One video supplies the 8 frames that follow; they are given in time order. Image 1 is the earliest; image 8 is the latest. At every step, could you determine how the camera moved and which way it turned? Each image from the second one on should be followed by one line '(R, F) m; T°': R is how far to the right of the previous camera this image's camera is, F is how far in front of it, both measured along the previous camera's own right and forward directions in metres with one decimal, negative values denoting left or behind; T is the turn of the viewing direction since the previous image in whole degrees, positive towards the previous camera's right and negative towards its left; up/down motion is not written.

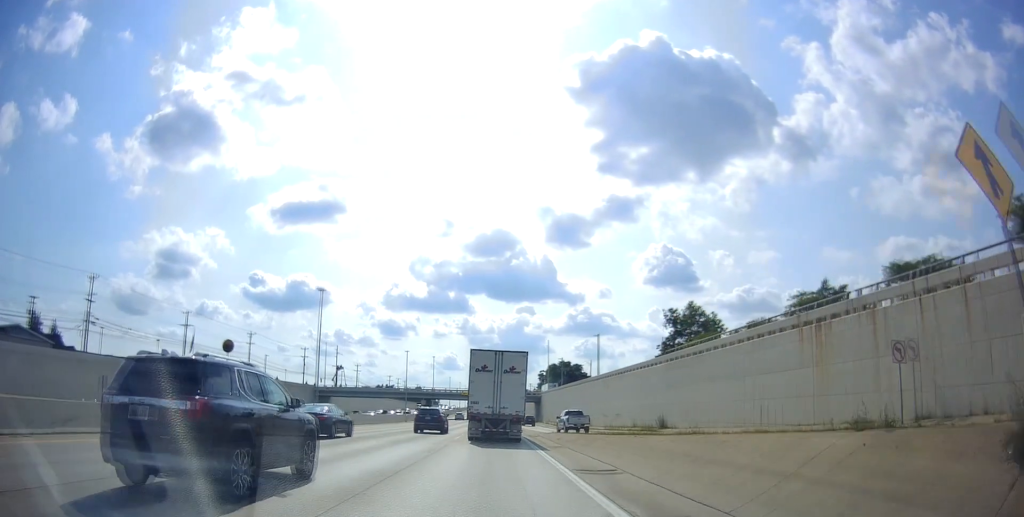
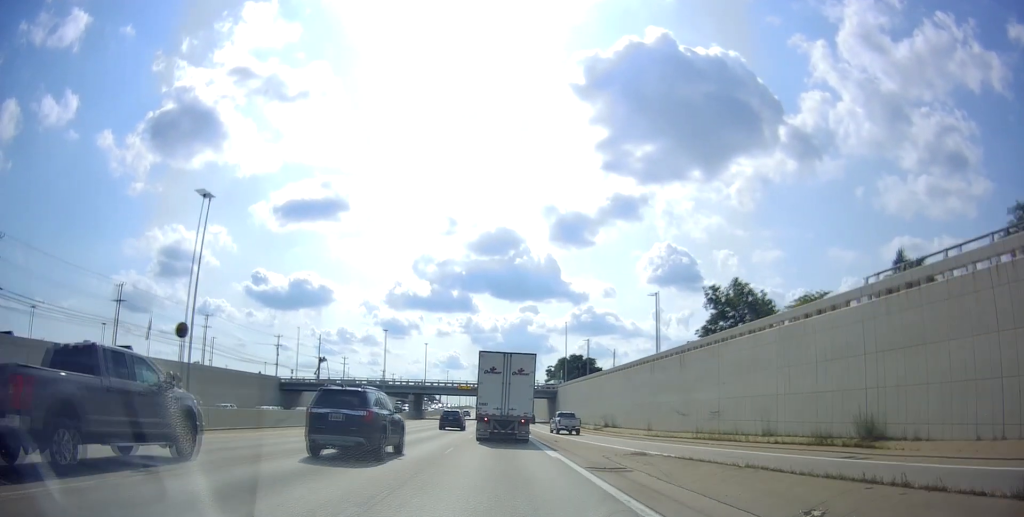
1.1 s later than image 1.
(+0.5, +26.2) m; +2°
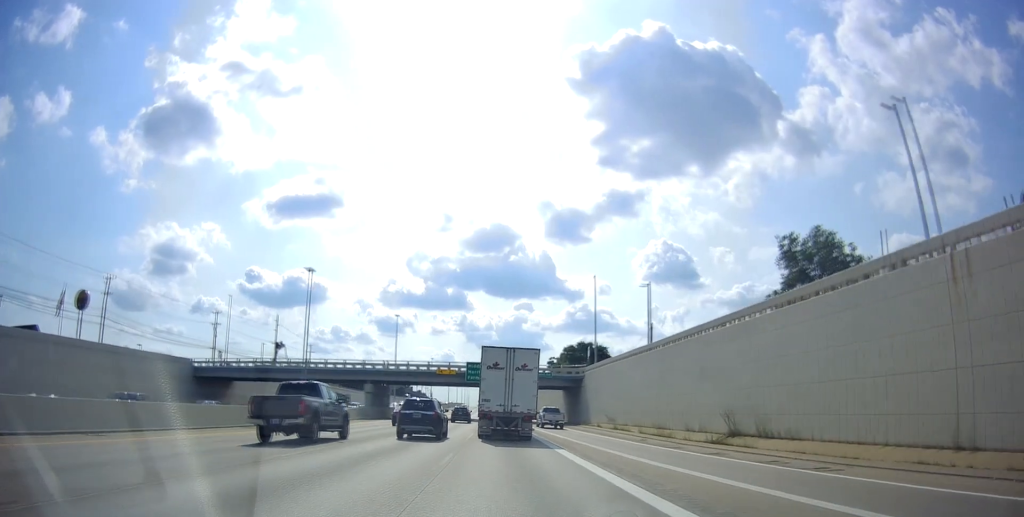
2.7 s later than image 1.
(+0.2, +35.0) m; 0°
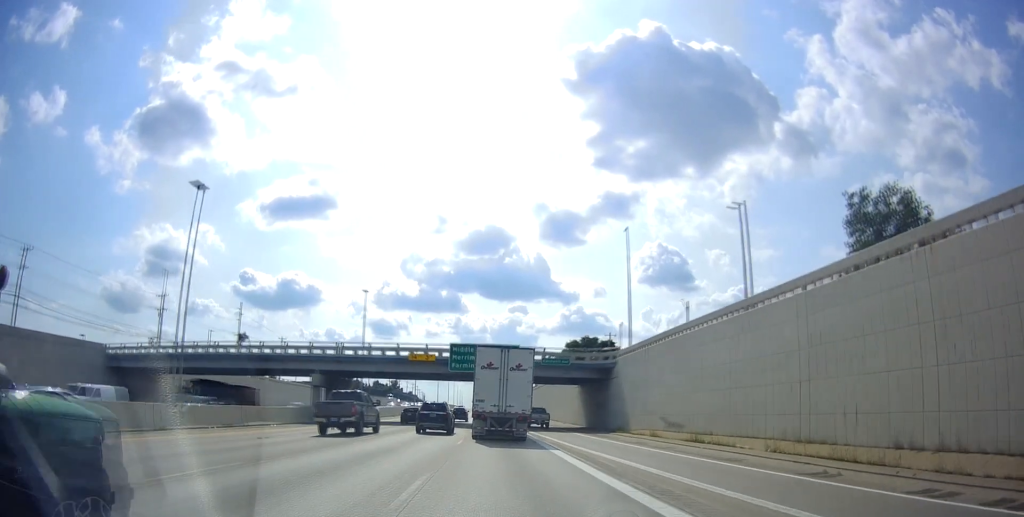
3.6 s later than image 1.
(0.0, +21.2) m; 0°
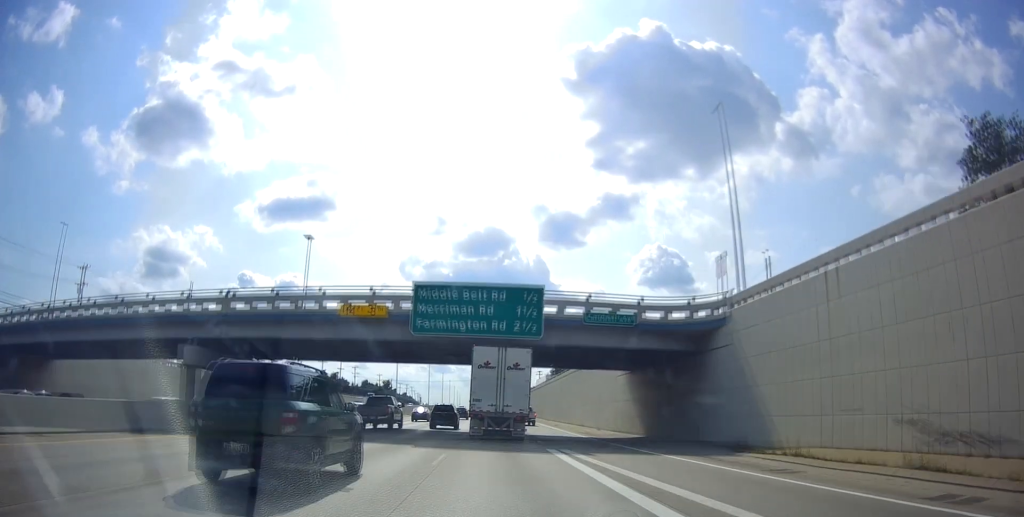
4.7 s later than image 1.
(0.0, +24.8) m; 0°
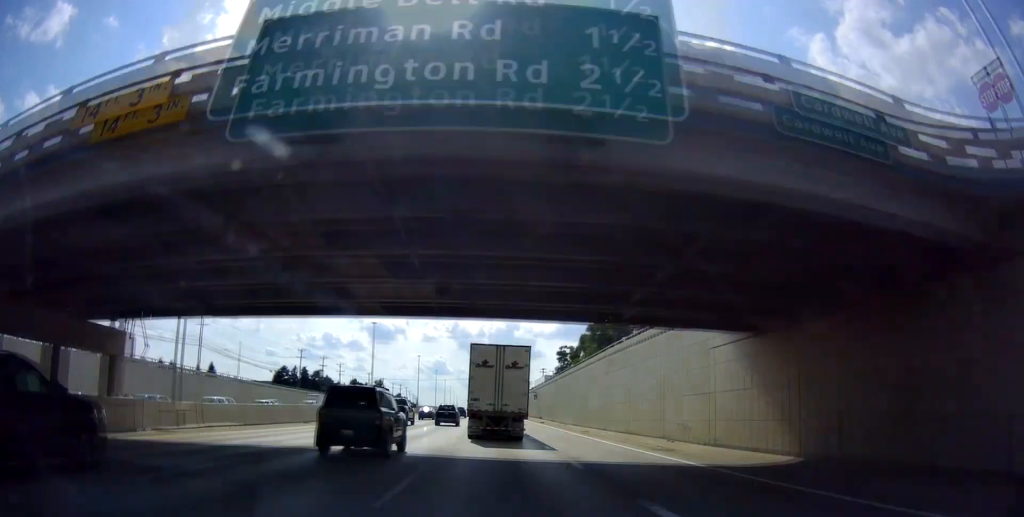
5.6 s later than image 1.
(0.0, +20.8) m; 0°
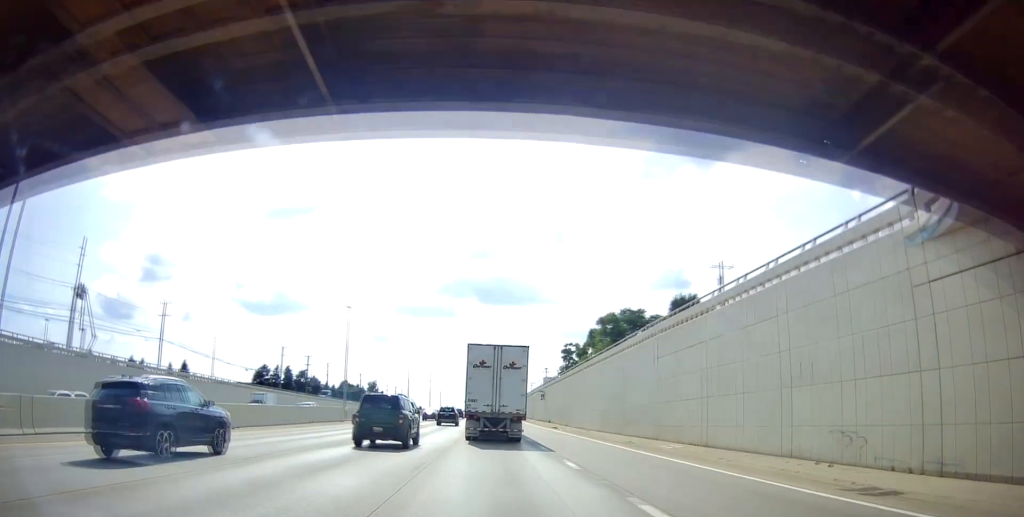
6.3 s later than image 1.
(0.0, +14.9) m; 0°
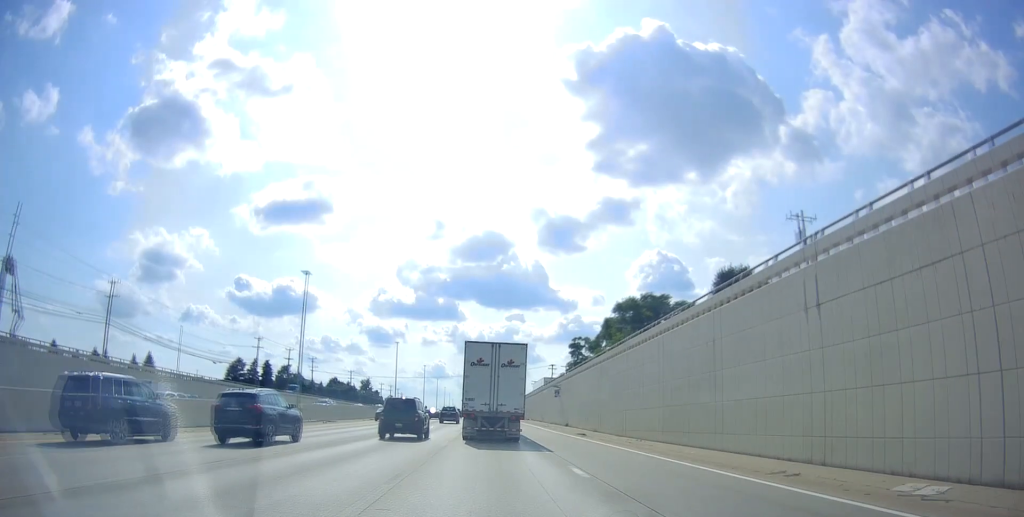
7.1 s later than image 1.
(0.0, +17.2) m; 0°
